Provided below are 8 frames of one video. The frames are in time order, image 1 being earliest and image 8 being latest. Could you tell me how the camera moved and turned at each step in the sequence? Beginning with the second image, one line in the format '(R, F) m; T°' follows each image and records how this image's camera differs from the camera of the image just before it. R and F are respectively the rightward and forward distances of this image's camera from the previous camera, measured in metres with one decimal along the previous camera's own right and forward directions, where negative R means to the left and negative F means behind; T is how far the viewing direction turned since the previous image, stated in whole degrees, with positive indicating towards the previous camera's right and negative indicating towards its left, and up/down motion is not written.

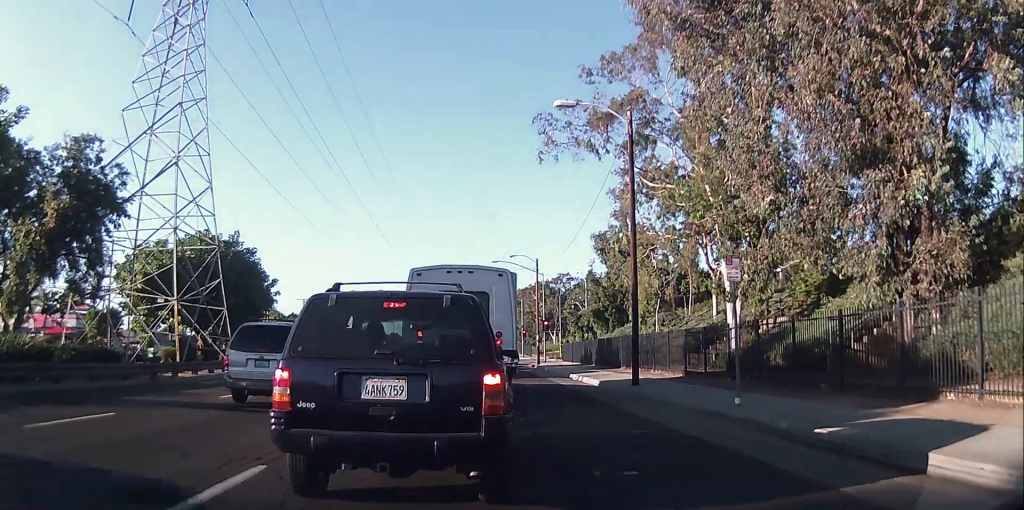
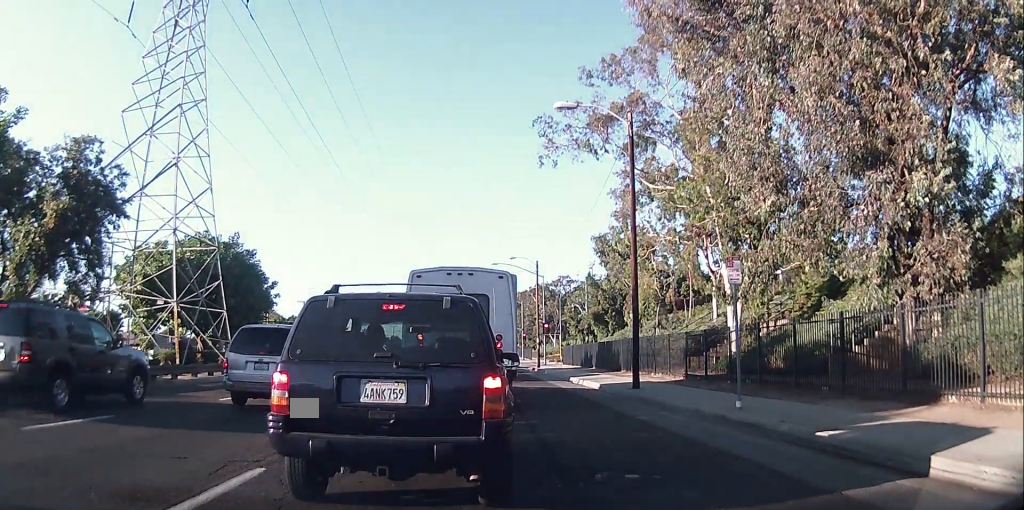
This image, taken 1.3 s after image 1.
(-0.2, 0.0) m; 0°
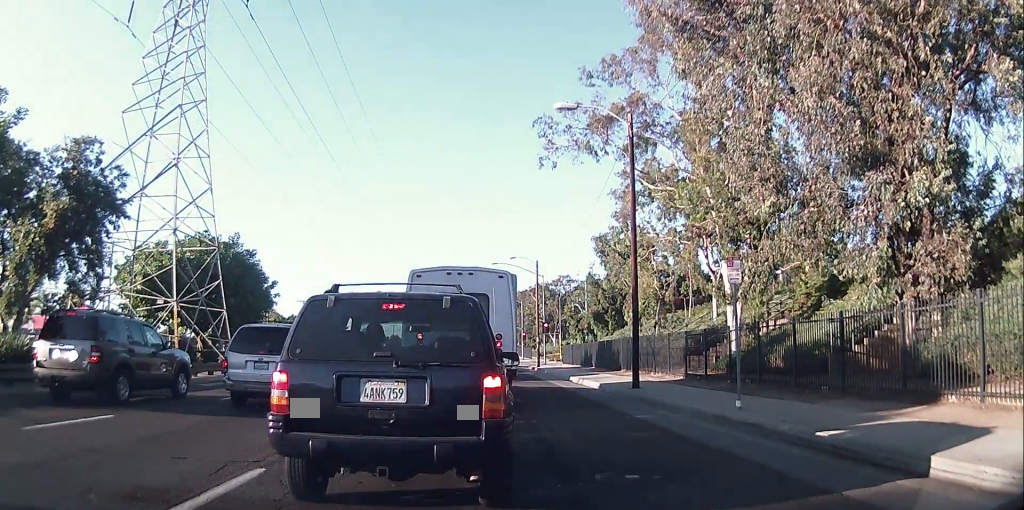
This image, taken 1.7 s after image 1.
(0.0, 0.0) m; 0°
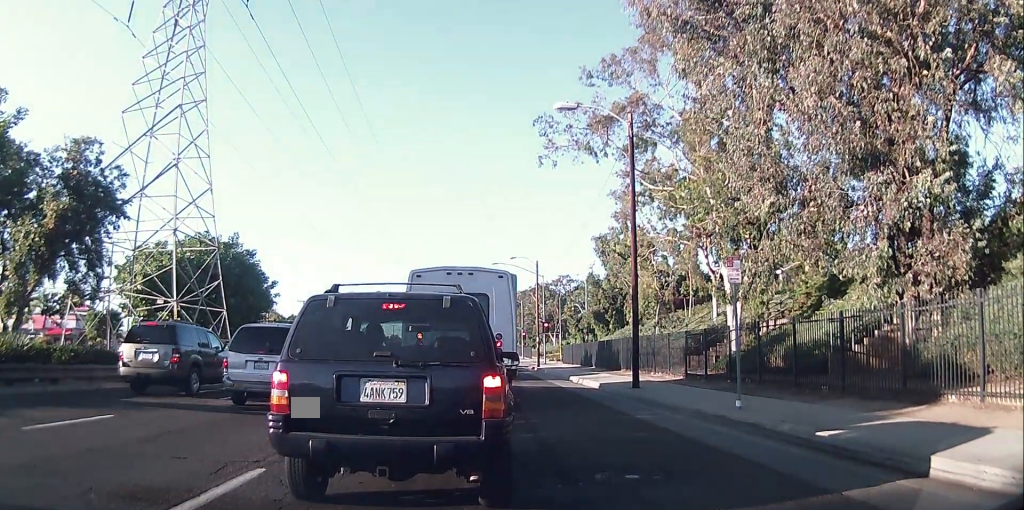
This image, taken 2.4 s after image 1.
(0.0, 0.0) m; 0°
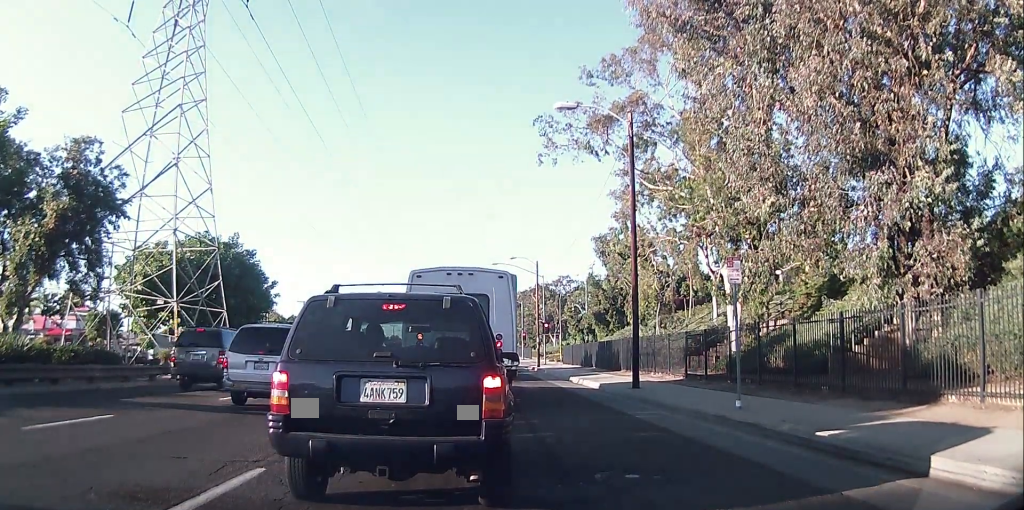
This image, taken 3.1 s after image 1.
(0.0, 0.0) m; 0°
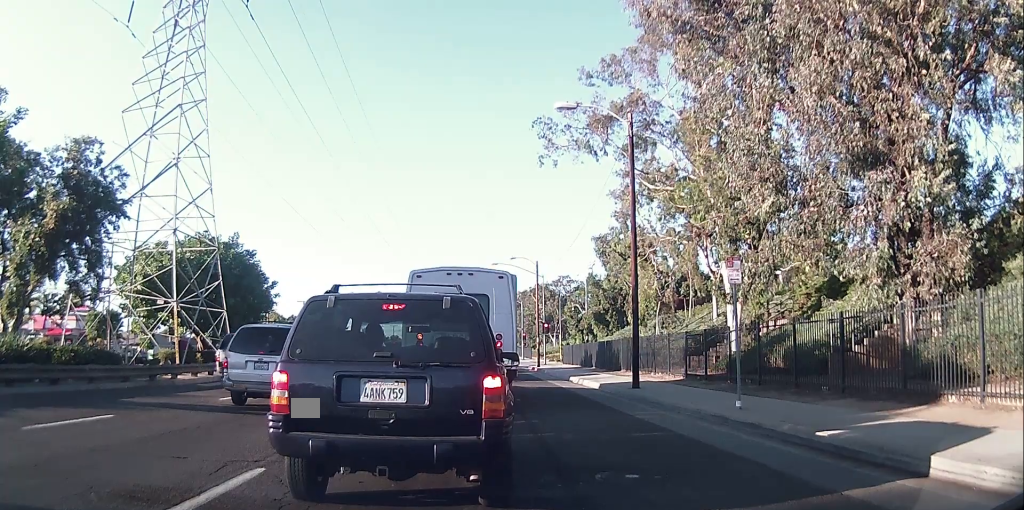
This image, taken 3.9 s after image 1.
(0.0, 0.0) m; 0°
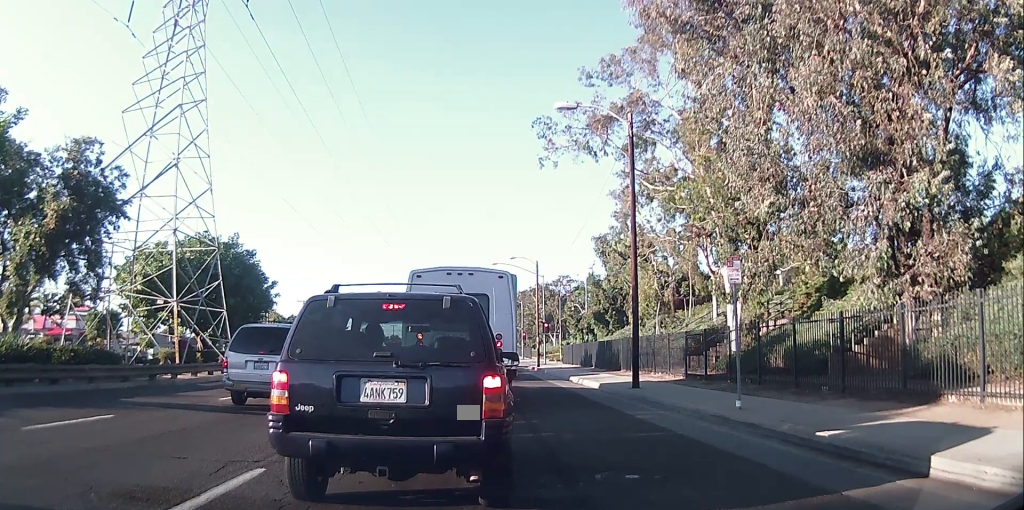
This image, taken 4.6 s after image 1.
(0.0, 0.0) m; 0°
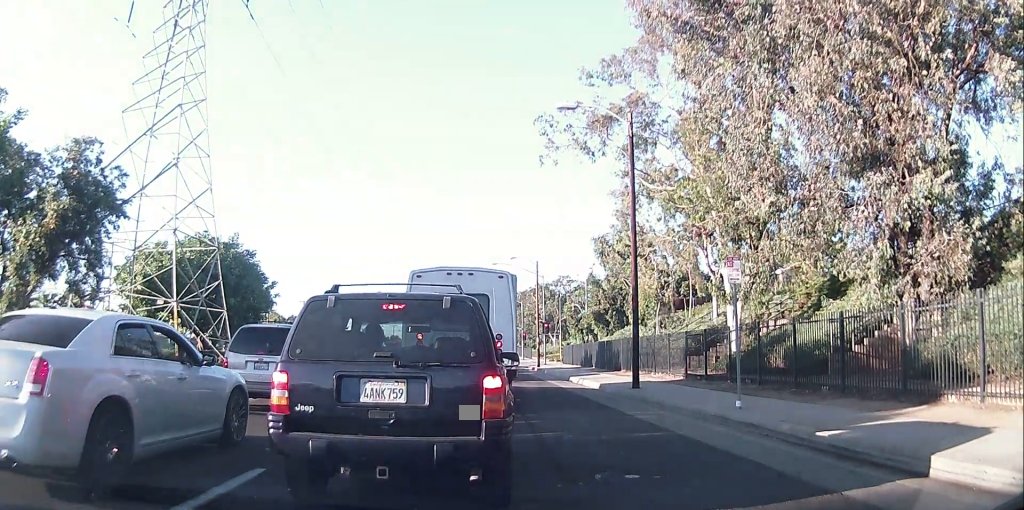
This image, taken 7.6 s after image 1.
(0.0, 0.0) m; 0°
